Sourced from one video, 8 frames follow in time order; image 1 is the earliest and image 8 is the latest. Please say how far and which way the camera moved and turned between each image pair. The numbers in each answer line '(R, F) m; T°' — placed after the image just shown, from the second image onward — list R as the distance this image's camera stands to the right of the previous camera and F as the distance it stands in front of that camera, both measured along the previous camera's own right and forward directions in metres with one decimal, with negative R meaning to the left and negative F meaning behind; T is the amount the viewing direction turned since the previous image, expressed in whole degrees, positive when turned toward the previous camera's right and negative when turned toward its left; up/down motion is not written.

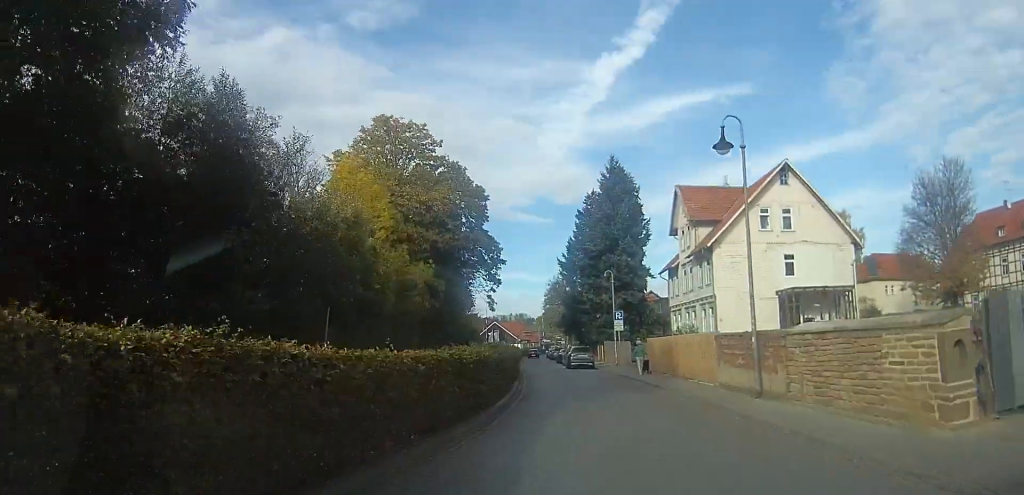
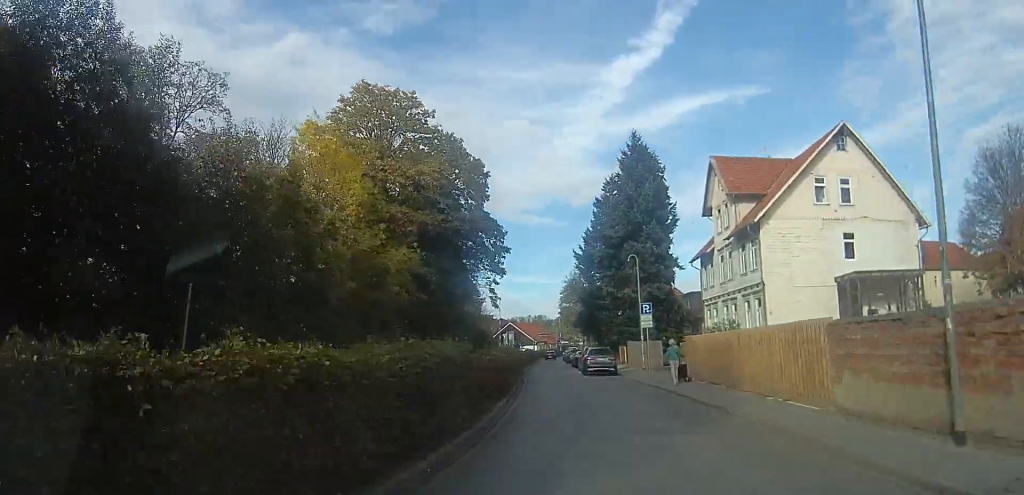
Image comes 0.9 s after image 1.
(+0.2, +6.7) m; +2°
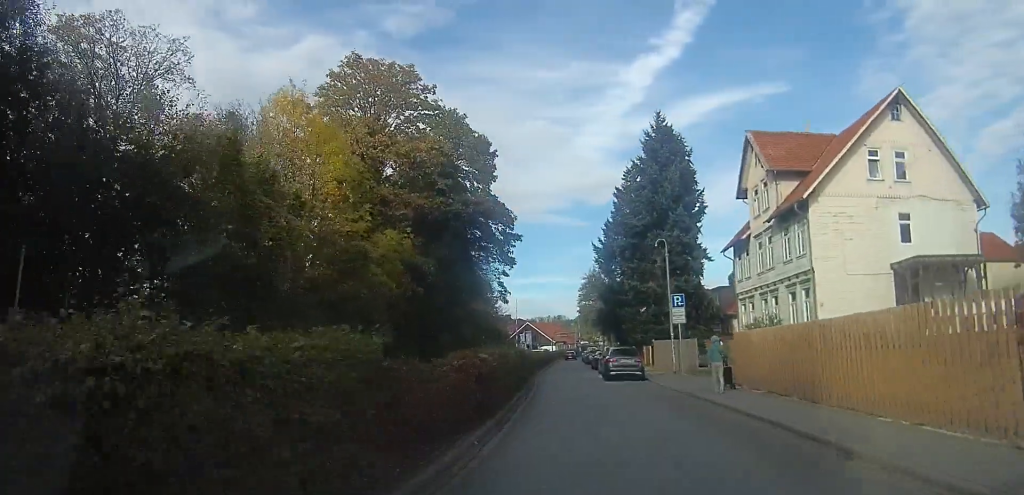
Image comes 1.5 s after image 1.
(0.0, +4.2) m; 0°
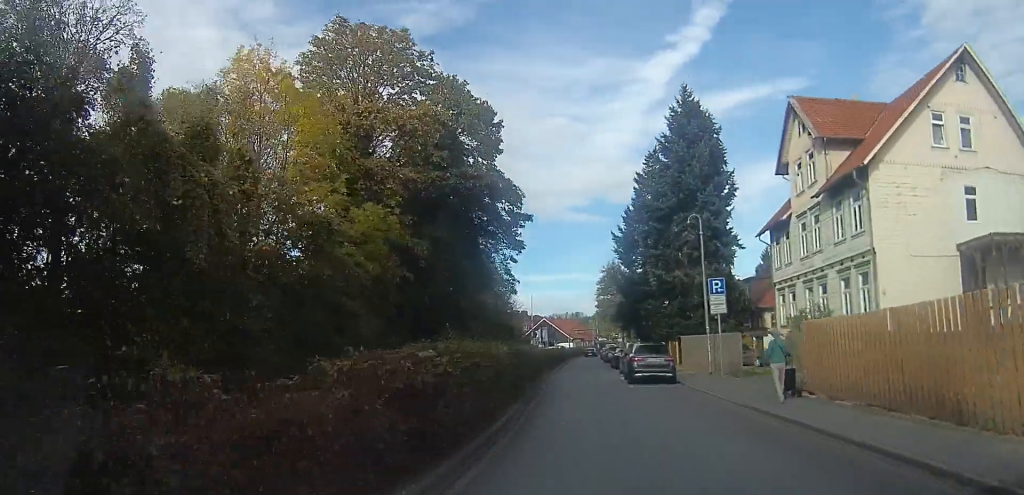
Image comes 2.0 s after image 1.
(0.0, +4.1) m; 0°
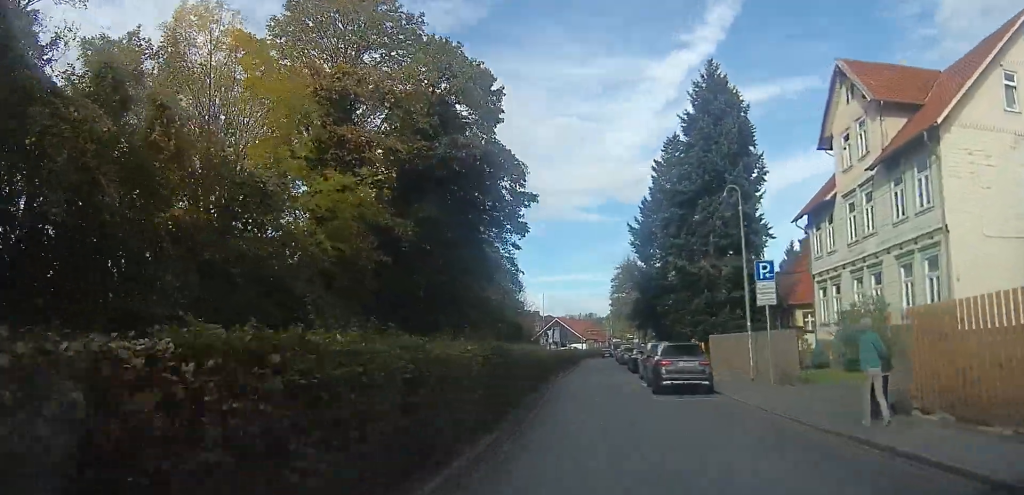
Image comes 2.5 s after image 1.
(0.0, +3.9) m; 0°
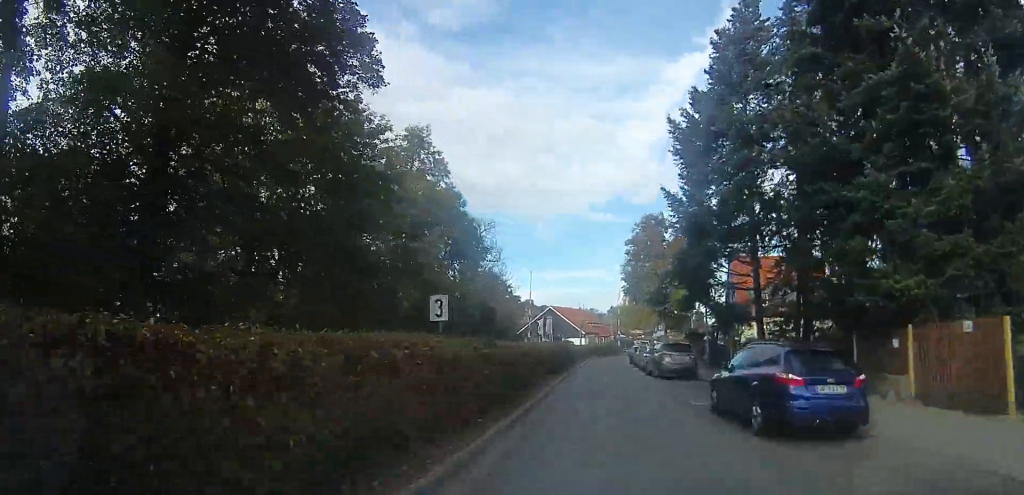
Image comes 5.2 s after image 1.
(-0.1, +23.0) m; -3°
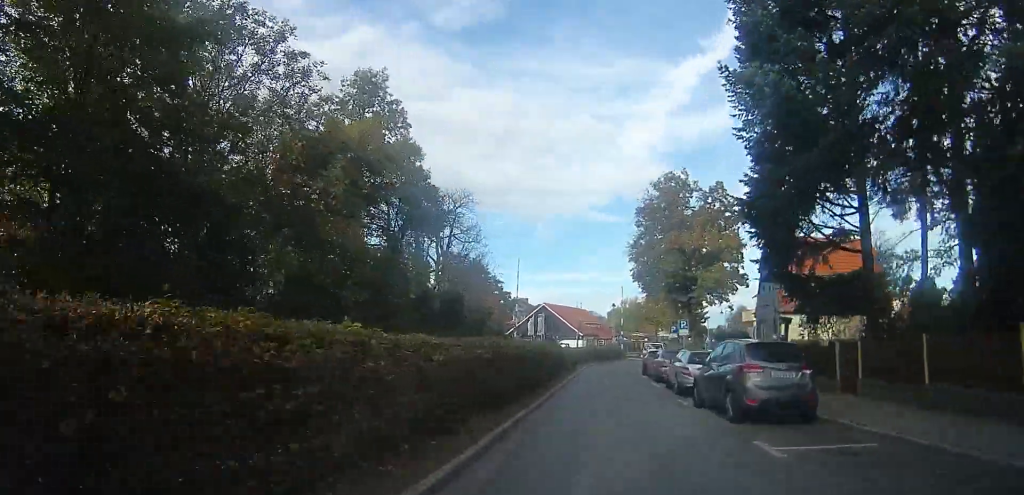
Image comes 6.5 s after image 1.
(-0.7, +11.9) m; 0°
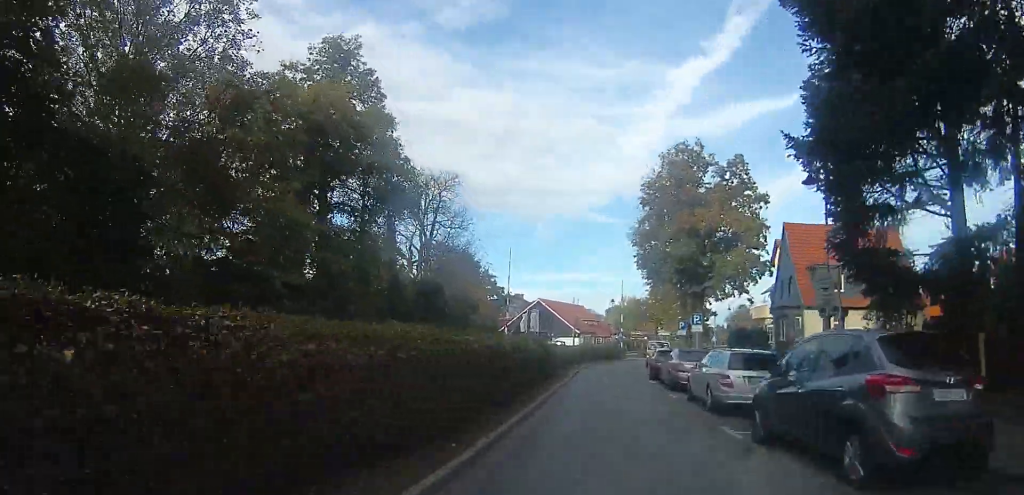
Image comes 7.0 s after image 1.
(+0.4, +5.0) m; +3°
